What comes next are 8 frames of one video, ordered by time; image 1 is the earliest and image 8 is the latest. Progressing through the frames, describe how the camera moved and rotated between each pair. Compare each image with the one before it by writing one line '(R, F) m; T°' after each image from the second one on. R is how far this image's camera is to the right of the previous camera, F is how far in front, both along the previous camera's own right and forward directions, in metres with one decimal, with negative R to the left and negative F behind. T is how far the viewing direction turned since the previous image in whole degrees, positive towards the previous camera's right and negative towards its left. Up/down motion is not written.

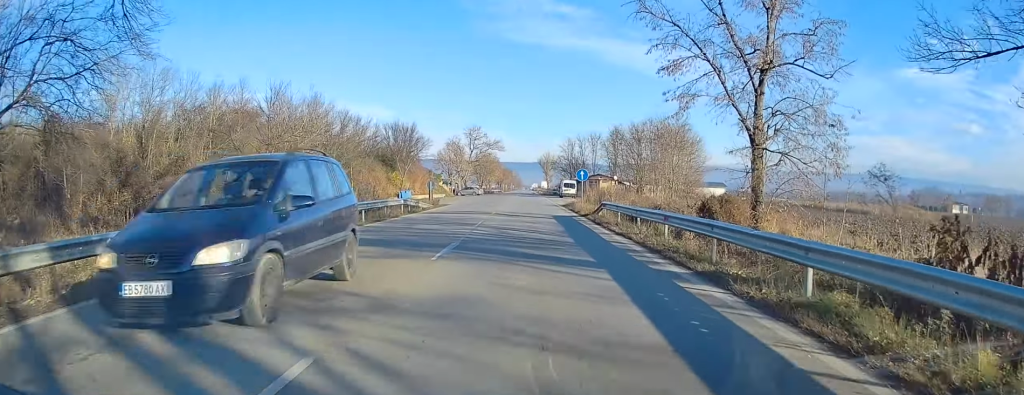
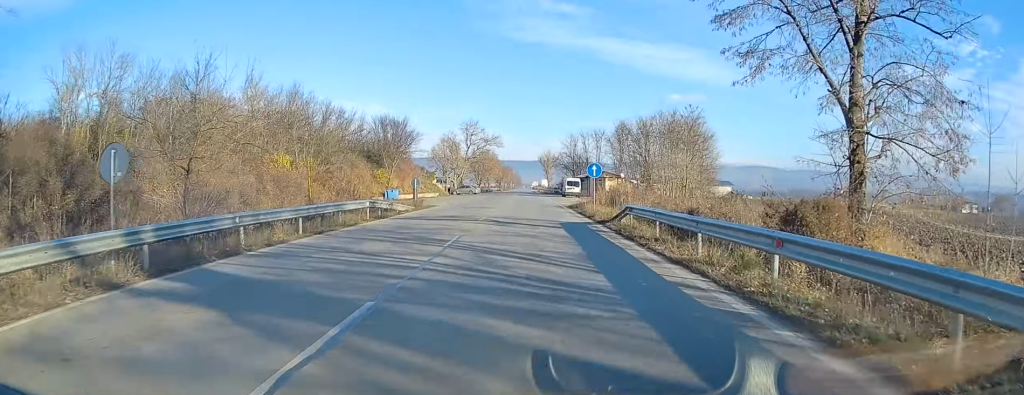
(0.0, +7.2) m; 0°
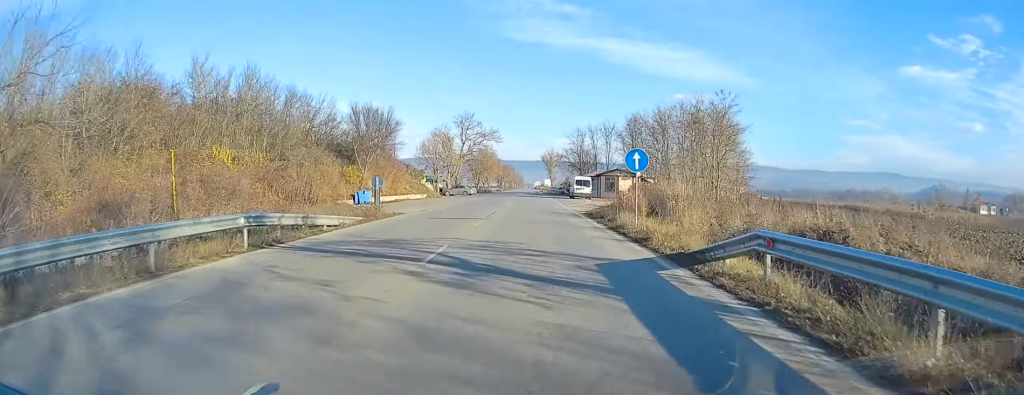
(0.0, +12.0) m; 0°
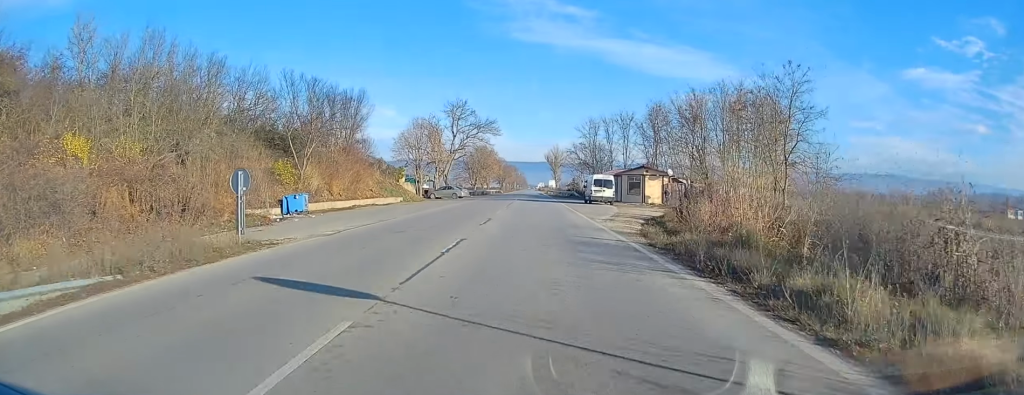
(0.0, +16.6) m; -1°
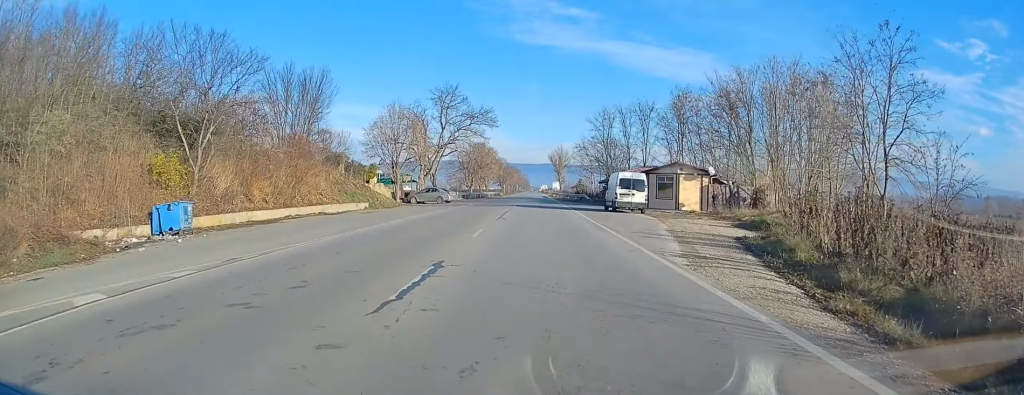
(-0.1, +13.9) m; -1°
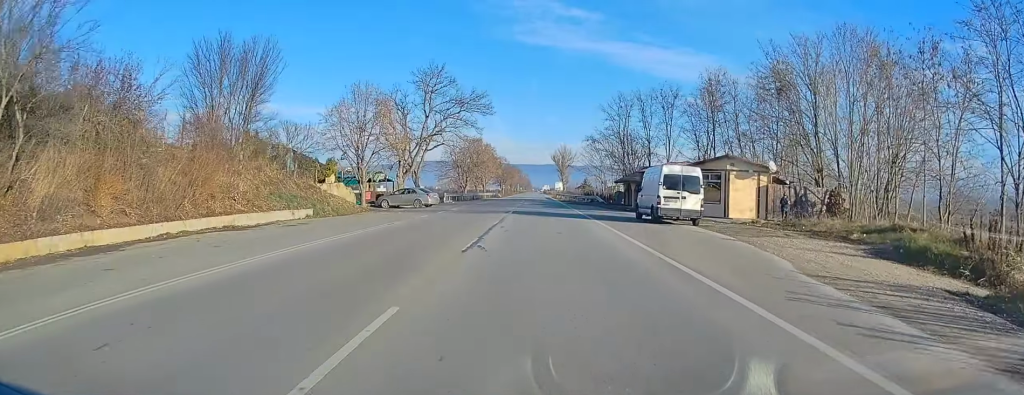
(0.0, +12.4) m; 0°
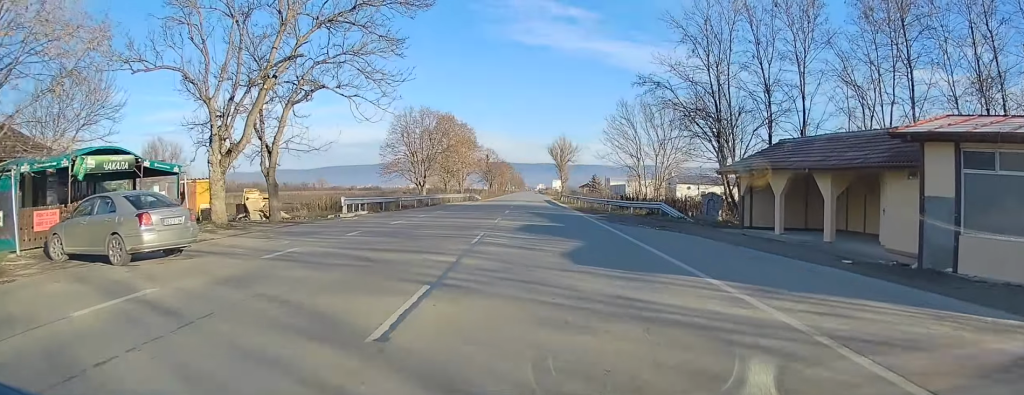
(+0.2, +34.7) m; +1°
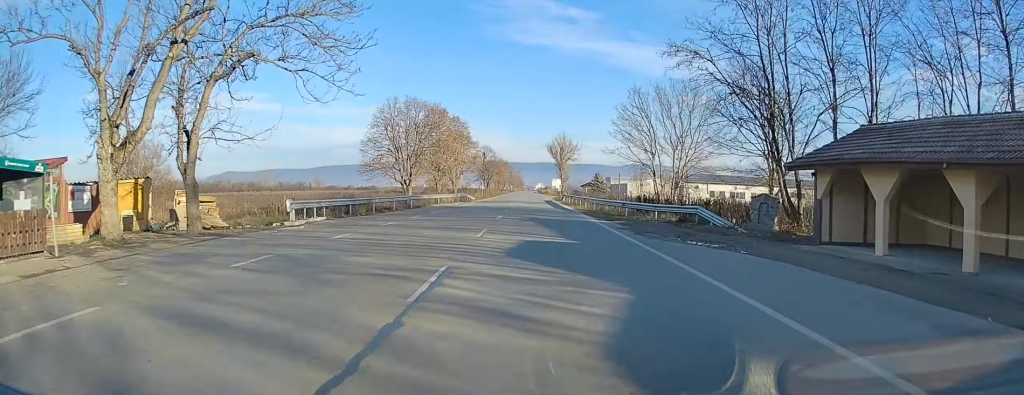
(0.0, +7.2) m; 0°
